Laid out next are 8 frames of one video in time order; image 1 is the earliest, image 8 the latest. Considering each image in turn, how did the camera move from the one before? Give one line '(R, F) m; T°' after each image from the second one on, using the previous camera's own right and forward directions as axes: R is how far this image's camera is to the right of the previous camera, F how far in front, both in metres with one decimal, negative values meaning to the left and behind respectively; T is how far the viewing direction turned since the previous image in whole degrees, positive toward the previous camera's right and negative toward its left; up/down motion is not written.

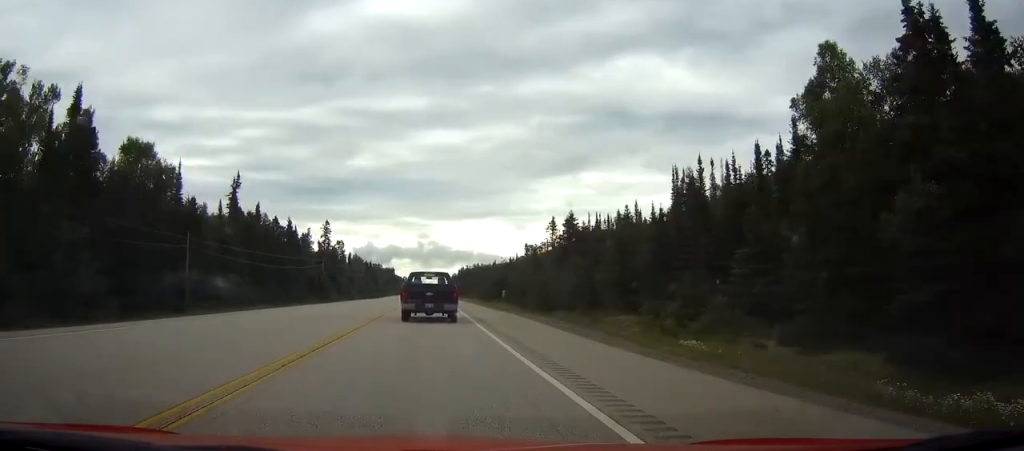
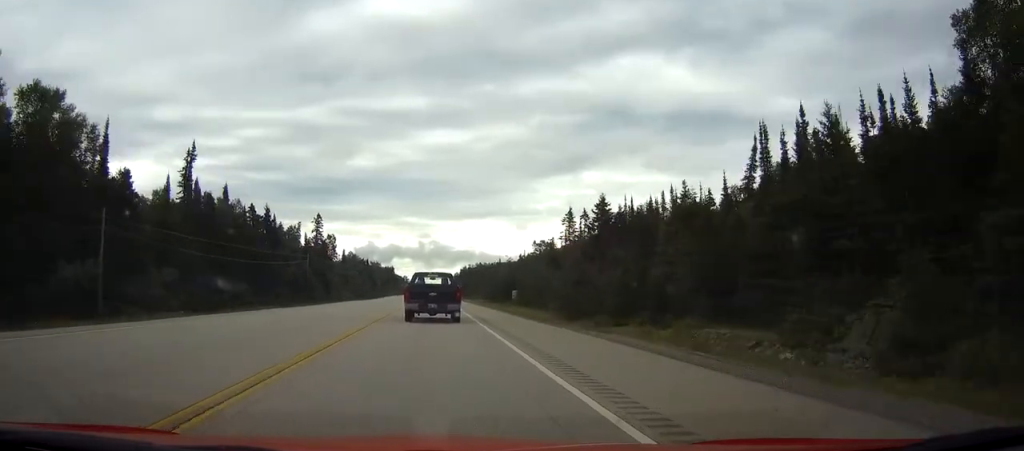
(0.0, +18.0) m; 0°
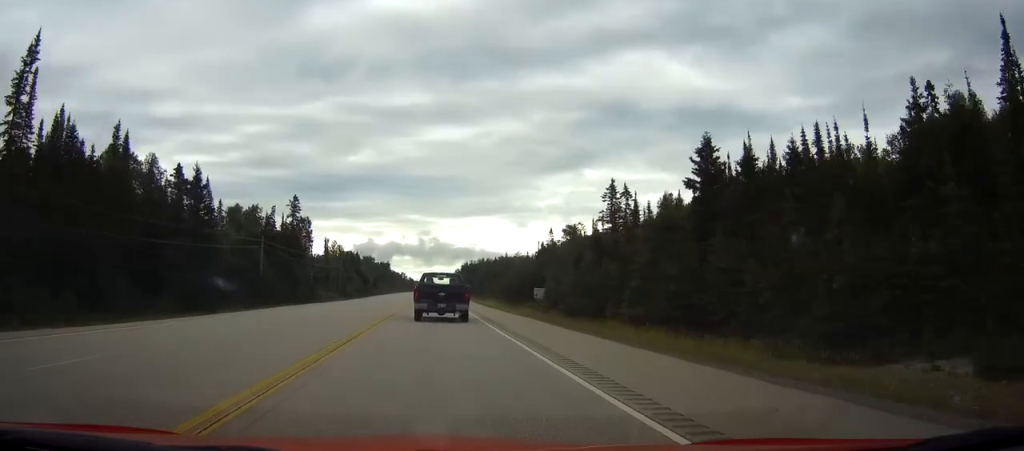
(-0.1, +33.1) m; 0°
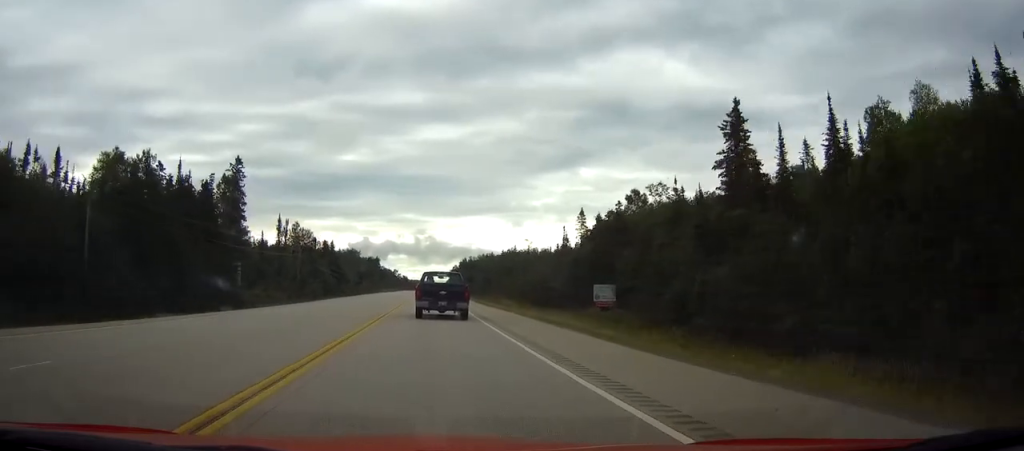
(+0.1, +46.6) m; 0°
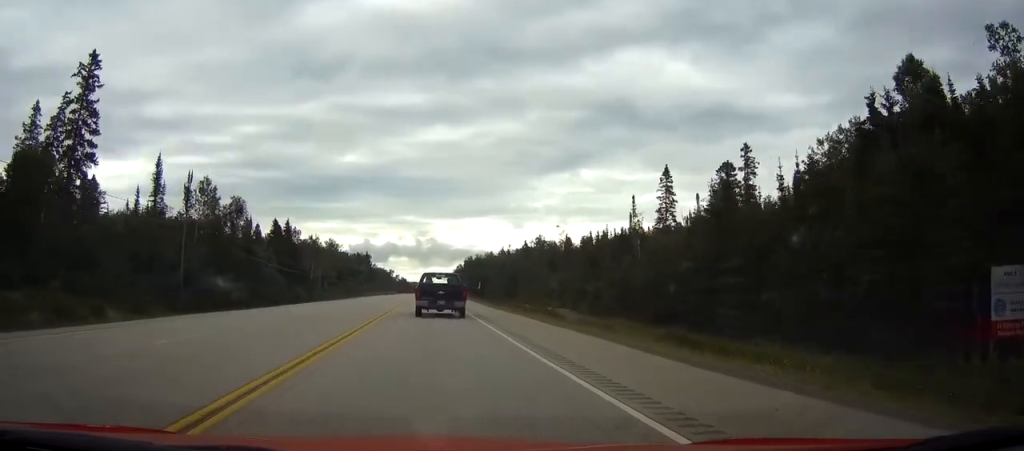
(0.0, +56.8) m; 0°
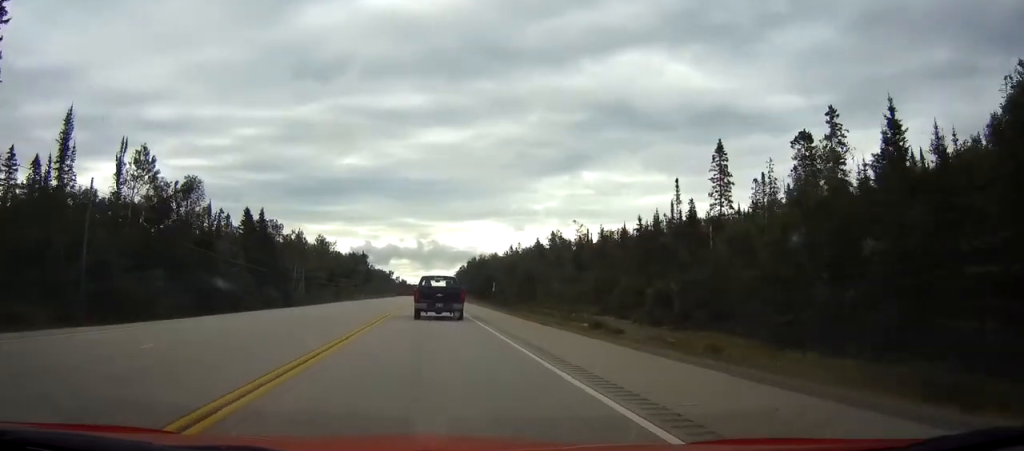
(0.0, +19.5) m; 0°
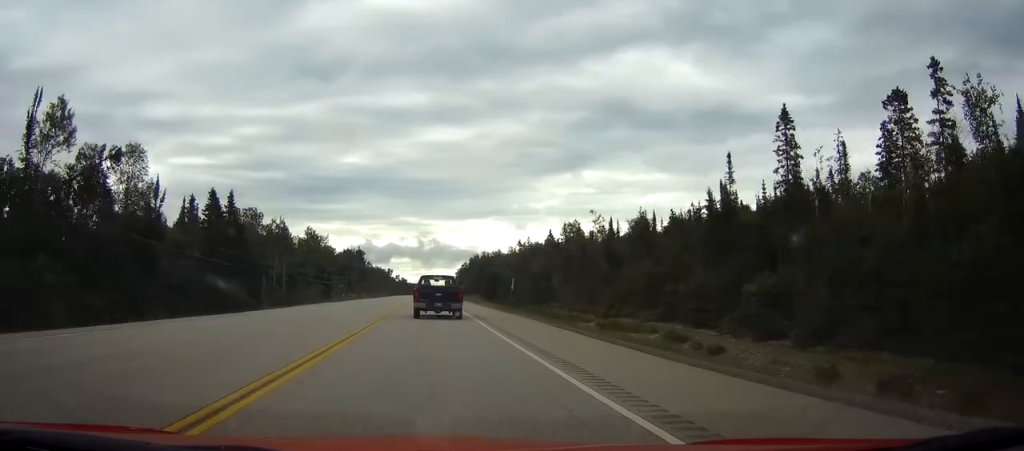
(0.0, +16.6) m; 0°
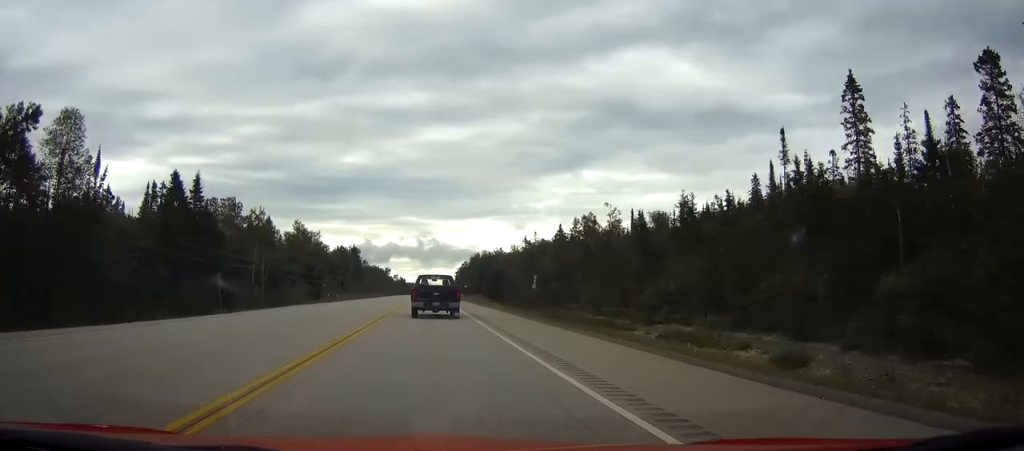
(-0.1, +12.8) m; 0°
